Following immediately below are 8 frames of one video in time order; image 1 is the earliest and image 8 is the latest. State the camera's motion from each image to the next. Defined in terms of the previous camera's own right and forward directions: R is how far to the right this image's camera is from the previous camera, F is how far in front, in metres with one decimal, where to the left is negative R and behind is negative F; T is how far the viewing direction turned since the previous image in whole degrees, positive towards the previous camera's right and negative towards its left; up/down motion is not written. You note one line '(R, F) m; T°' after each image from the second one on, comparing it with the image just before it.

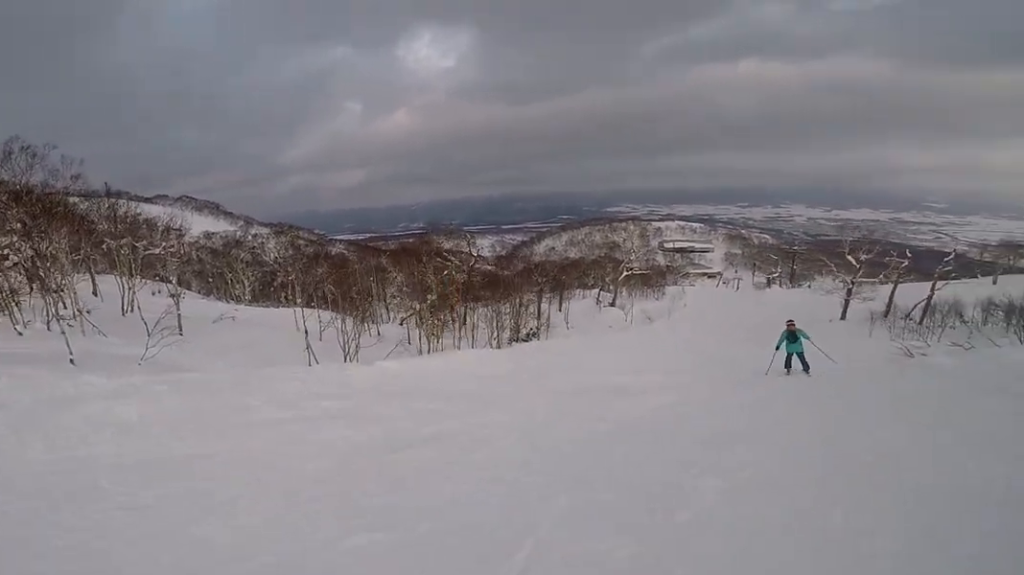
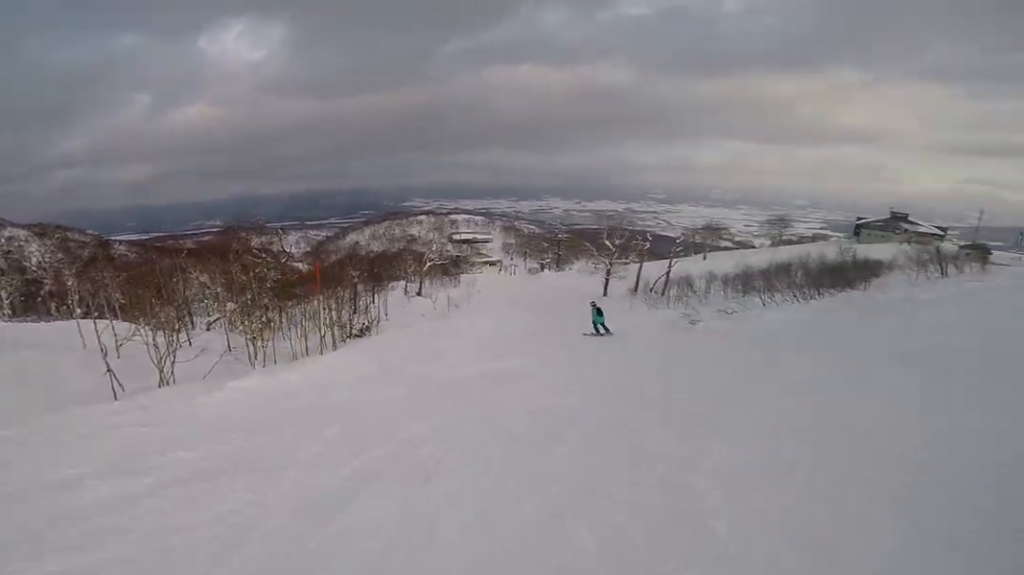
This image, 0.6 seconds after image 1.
(0.0, +1.7) m; +16°
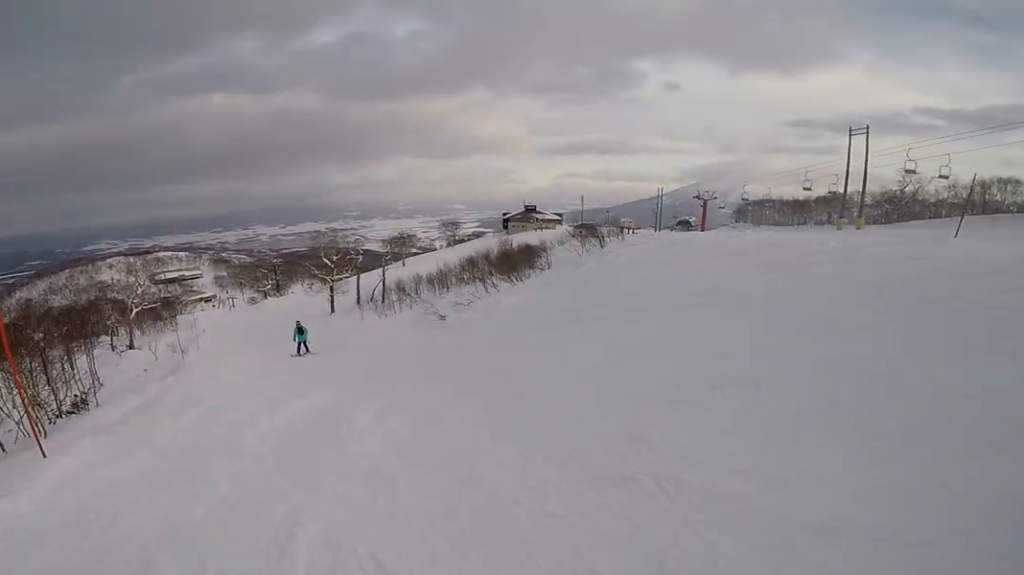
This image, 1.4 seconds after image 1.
(+0.5, +2.2) m; +28°
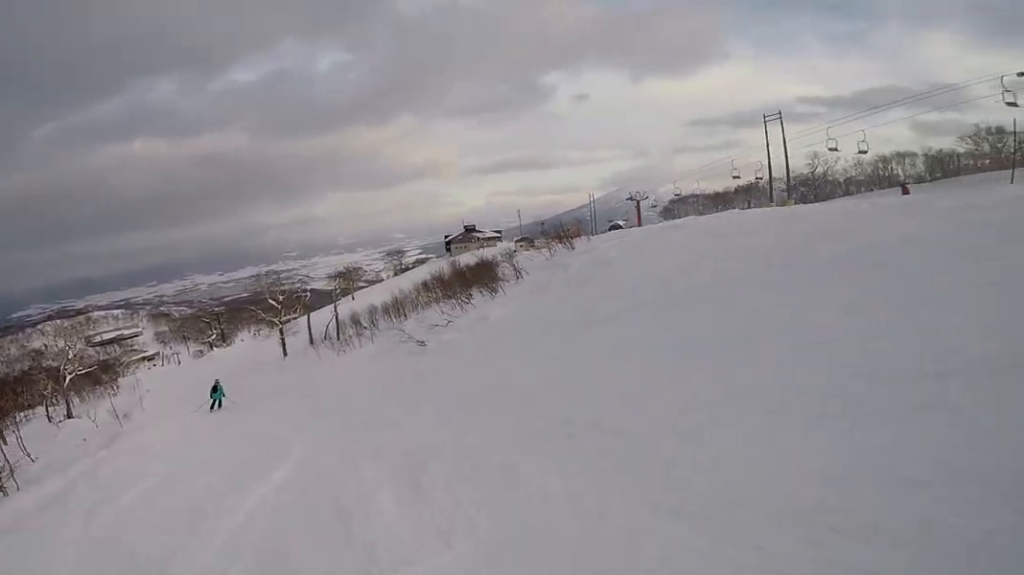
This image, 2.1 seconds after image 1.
(+0.7, +2.3) m; +19°
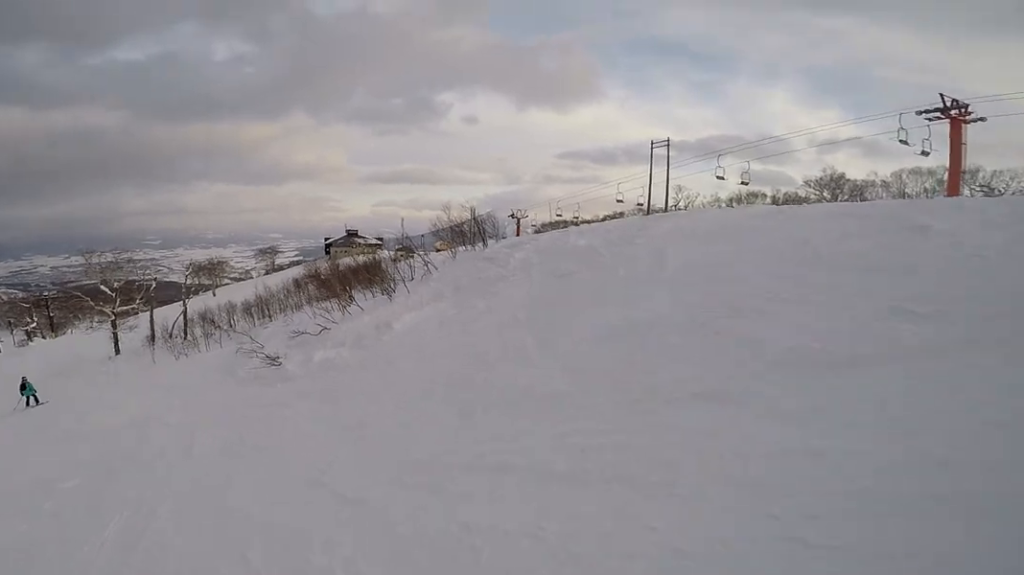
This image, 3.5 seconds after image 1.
(+1.0, +5.4) m; +3°
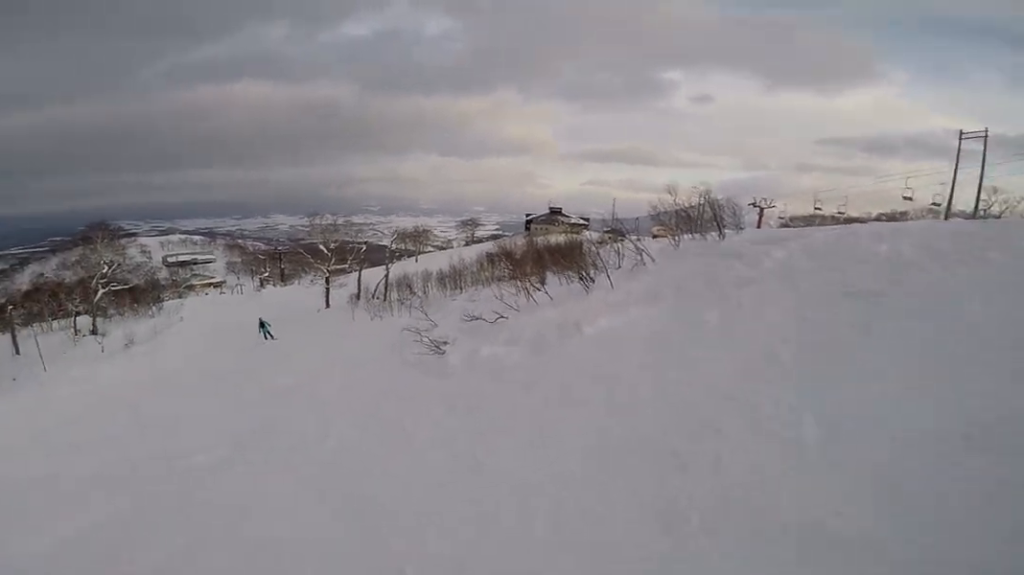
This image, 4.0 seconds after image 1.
(-0.2, +1.8) m; -16°
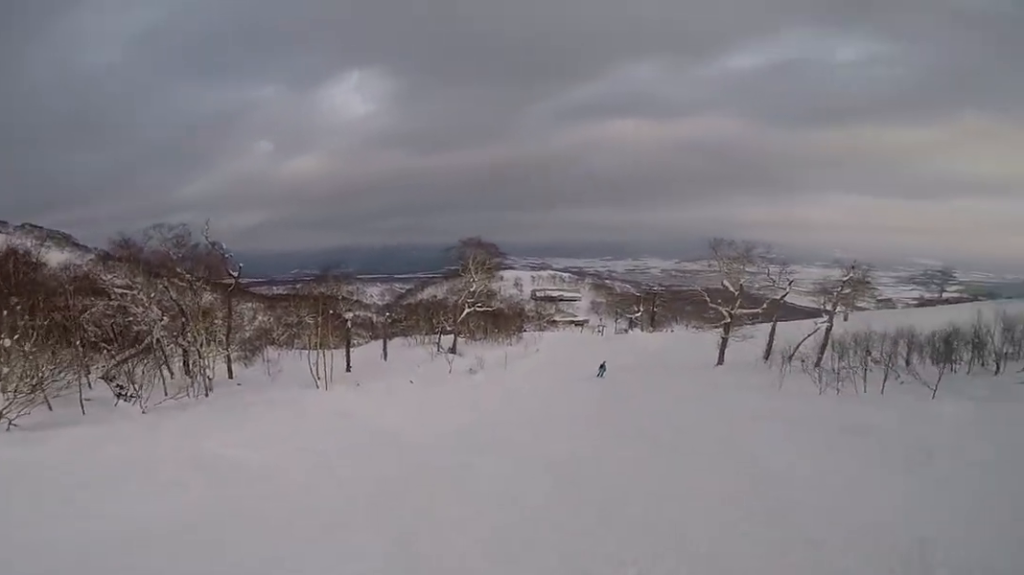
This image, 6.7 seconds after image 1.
(-6.3, +7.3) m; -33°
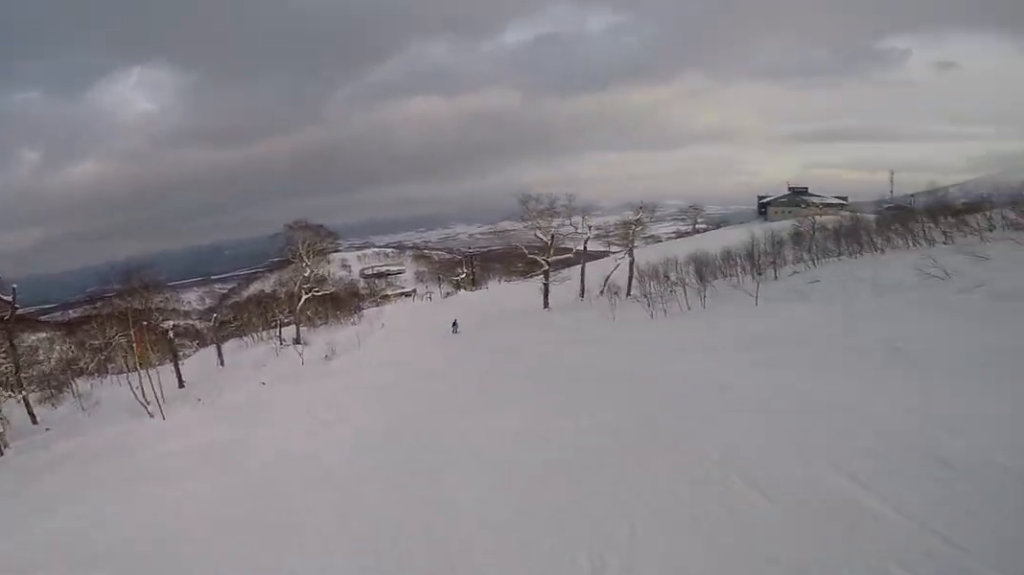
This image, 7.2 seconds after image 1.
(+0.5, +1.8) m; +15°
